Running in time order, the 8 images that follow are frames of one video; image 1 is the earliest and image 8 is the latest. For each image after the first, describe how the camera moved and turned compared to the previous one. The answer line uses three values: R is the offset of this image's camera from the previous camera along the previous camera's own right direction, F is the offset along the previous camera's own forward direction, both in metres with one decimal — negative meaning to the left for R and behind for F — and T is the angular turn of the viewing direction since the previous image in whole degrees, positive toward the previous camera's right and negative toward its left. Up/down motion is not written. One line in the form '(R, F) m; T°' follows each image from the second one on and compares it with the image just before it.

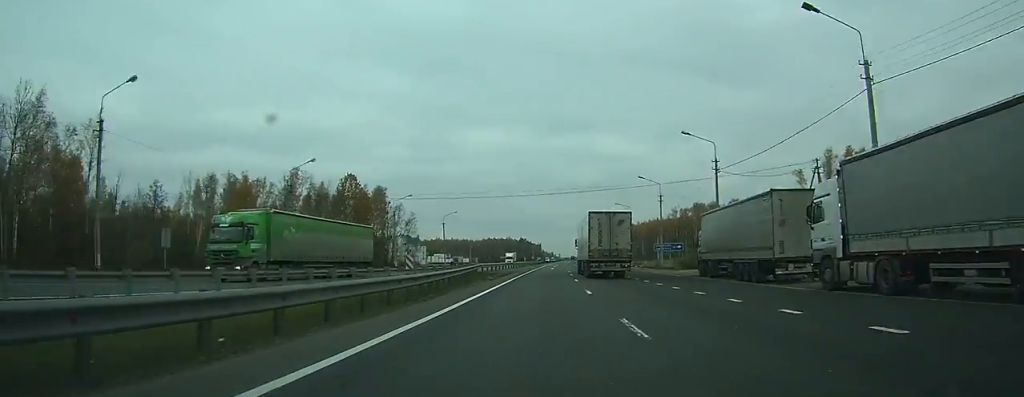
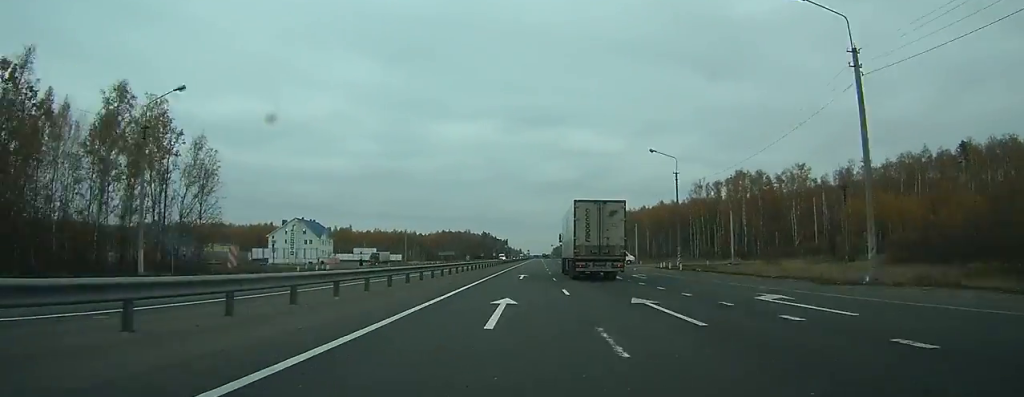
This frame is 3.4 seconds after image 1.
(+1.3, +82.8) m; +3°
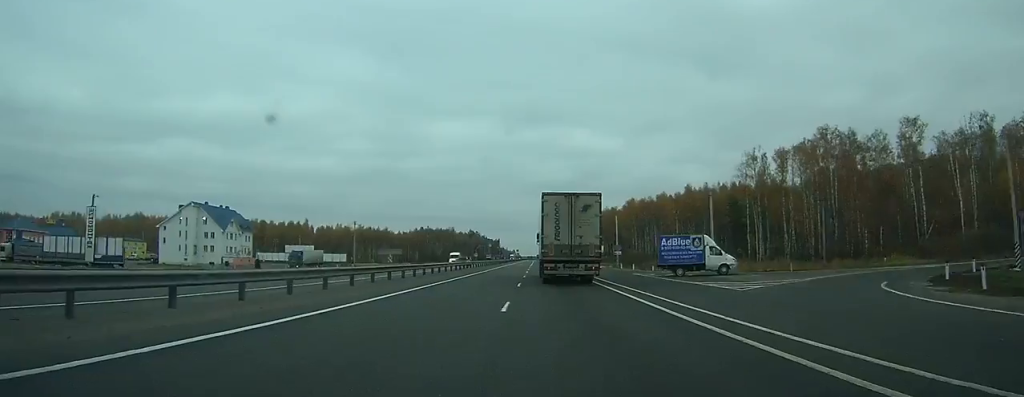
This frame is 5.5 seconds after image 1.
(+1.0, +58.7) m; +1°
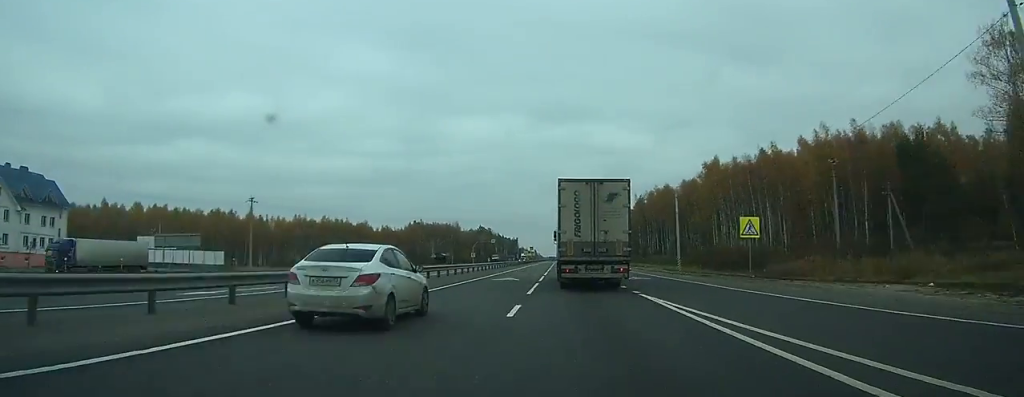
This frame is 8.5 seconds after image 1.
(-1.0, +83.1) m; -1°
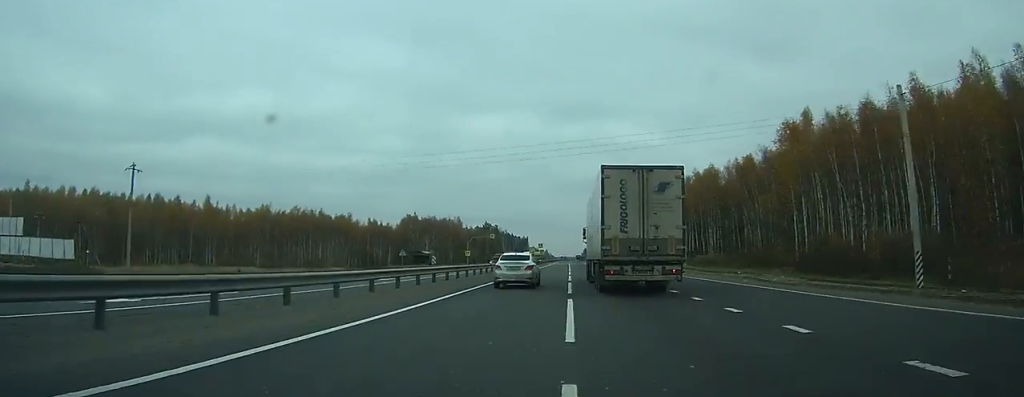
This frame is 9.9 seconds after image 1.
(-0.2, +37.3) m; 0°
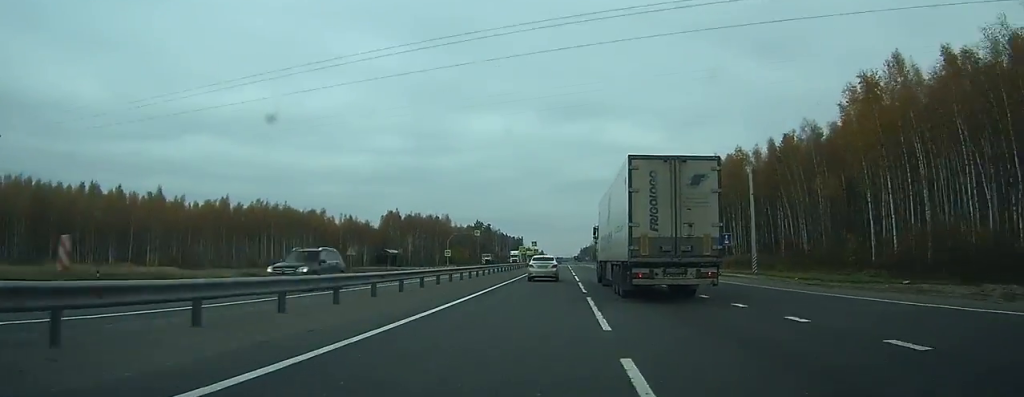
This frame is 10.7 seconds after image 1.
(-0.1, +22.0) m; 0°
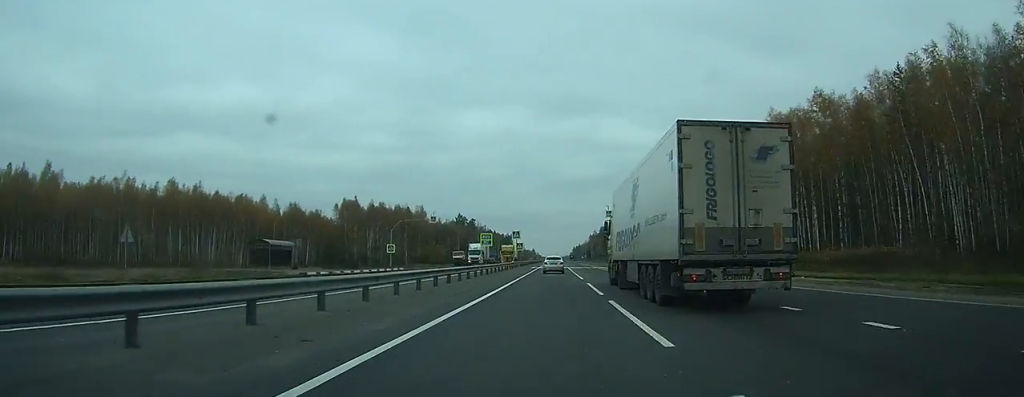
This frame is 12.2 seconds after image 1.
(0.0, +36.0) m; 0°
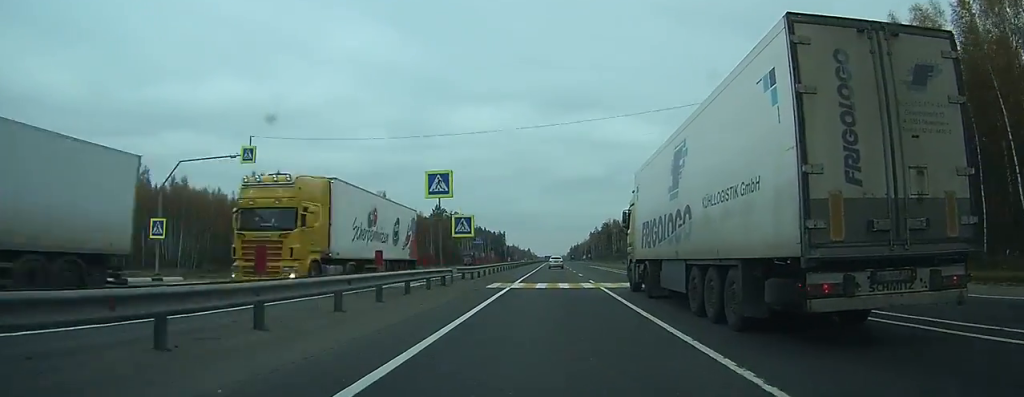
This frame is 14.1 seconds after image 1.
(+0.1, +46.9) m; 0°
